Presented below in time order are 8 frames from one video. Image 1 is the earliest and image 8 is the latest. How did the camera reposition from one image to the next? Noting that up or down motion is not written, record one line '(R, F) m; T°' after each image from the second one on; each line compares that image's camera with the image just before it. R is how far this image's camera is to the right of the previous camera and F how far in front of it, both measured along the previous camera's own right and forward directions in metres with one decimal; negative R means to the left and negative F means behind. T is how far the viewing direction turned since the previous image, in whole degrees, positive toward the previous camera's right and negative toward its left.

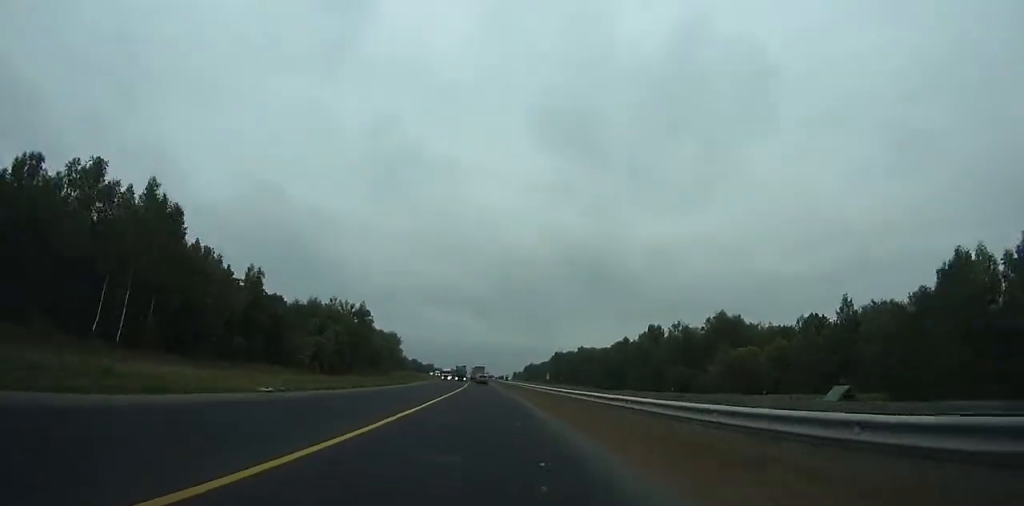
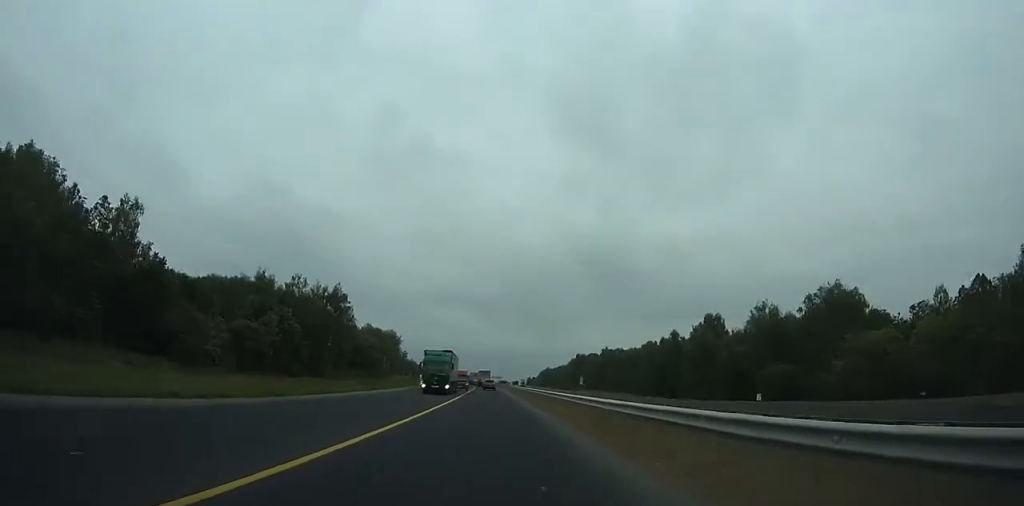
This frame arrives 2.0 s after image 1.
(-1.4, +49.0) m; -2°
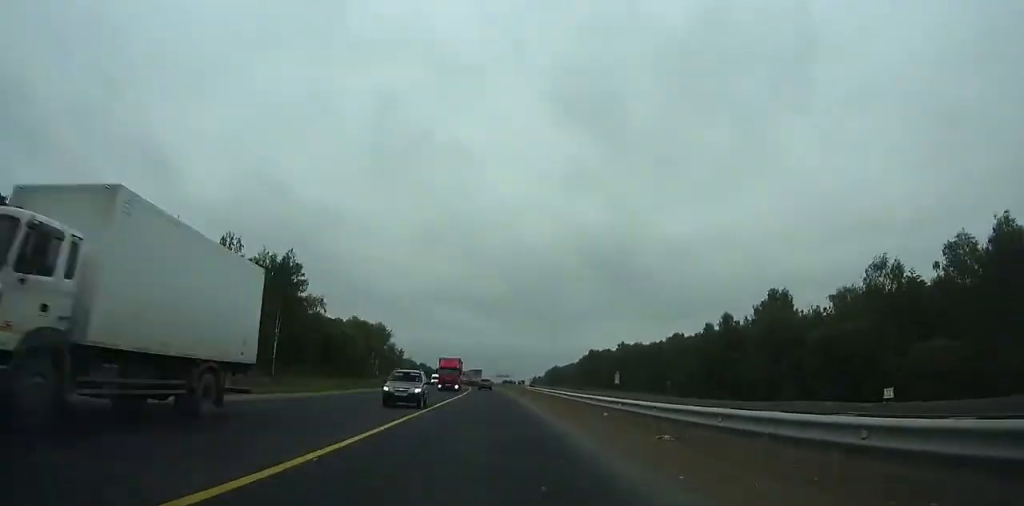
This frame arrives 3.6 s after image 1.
(-0.5, +39.2) m; -1°
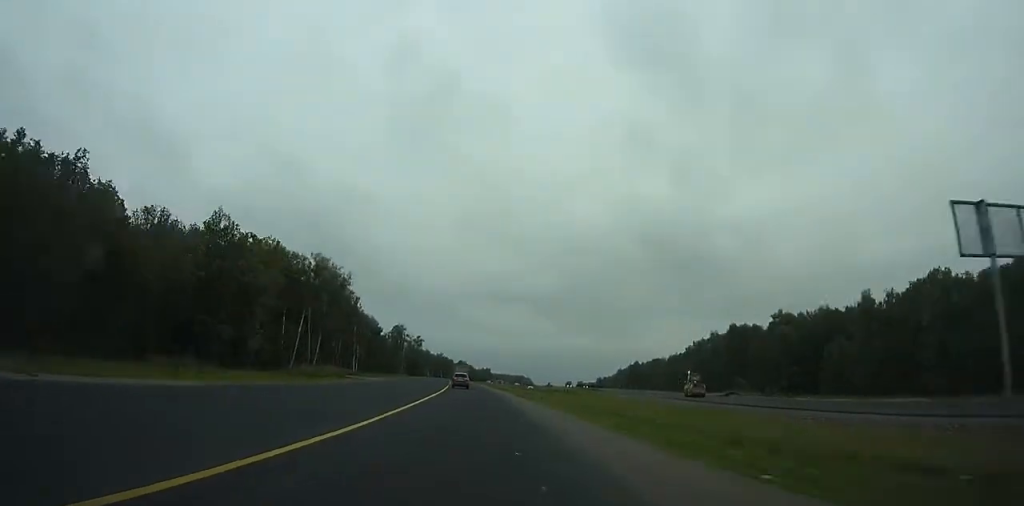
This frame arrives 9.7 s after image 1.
(-5.4, +148.6) m; -5°
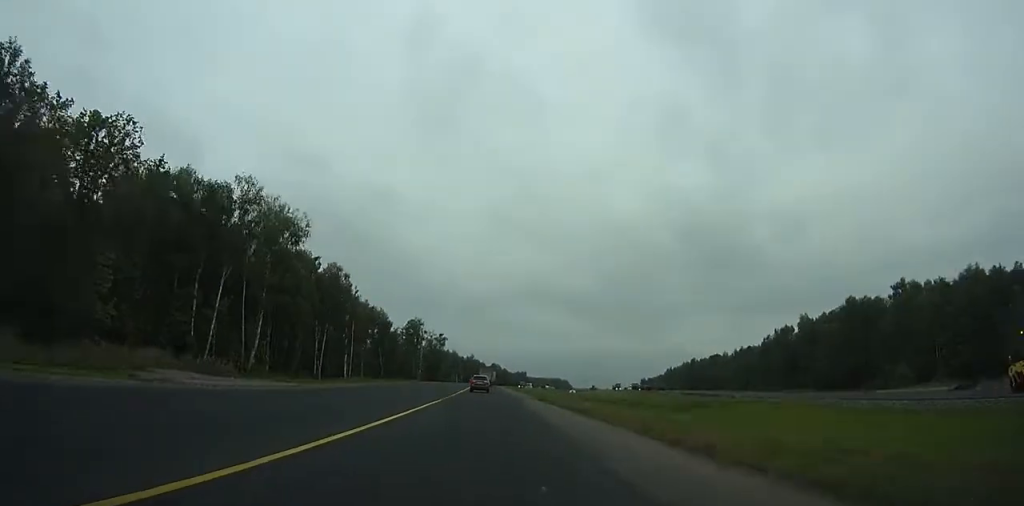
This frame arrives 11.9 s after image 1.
(-0.9, +52.9) m; -3°
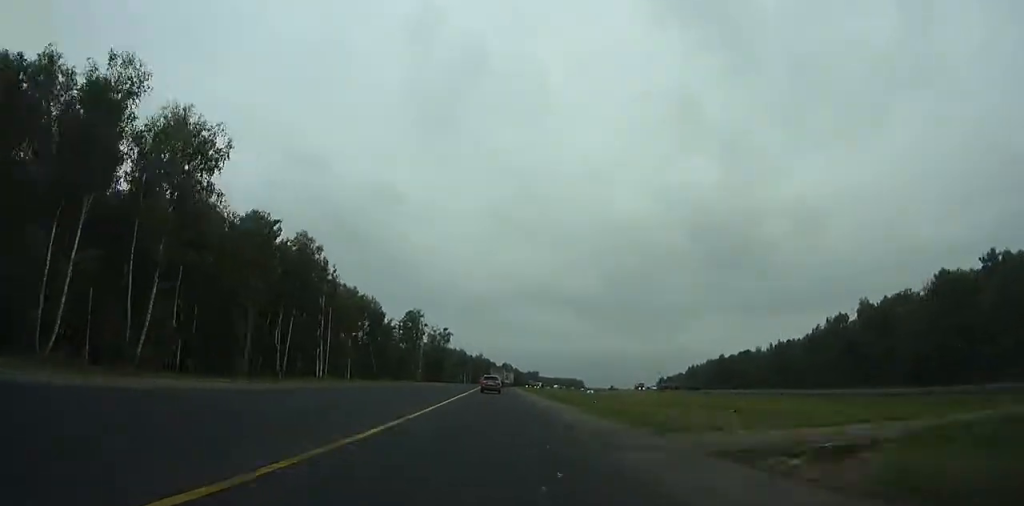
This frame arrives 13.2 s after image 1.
(-1.0, +30.7) m; -1°
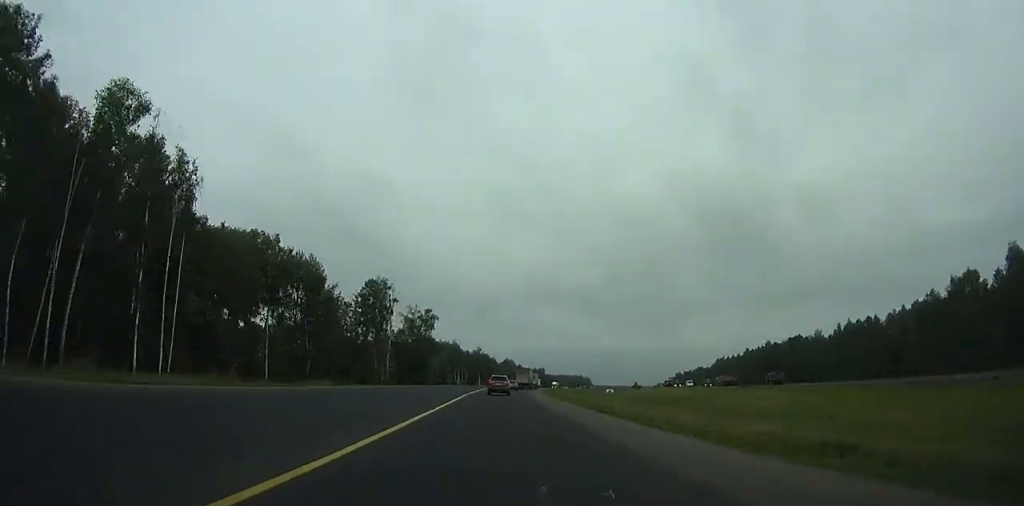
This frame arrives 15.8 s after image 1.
(-1.2, +60.9) m; -1°
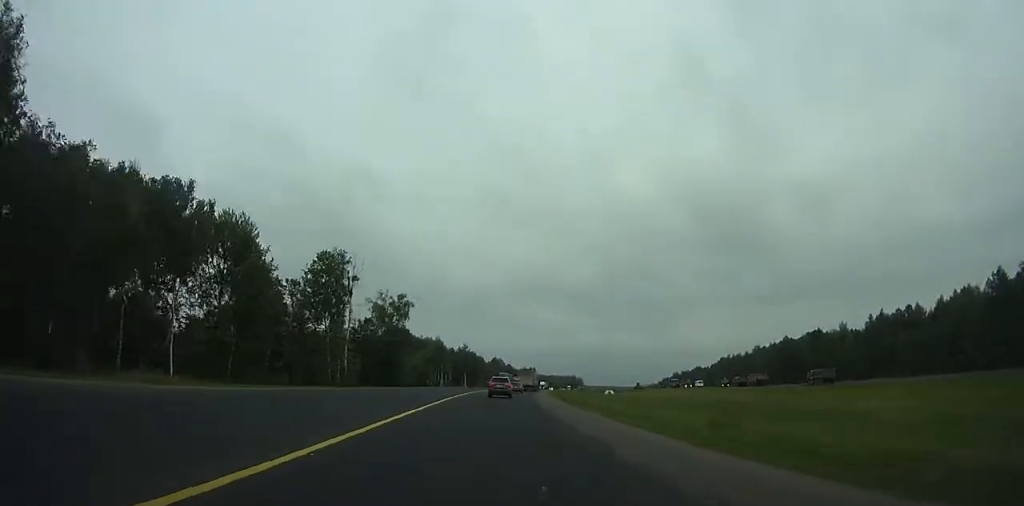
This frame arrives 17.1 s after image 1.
(-0.2, +29.9) m; +1°
